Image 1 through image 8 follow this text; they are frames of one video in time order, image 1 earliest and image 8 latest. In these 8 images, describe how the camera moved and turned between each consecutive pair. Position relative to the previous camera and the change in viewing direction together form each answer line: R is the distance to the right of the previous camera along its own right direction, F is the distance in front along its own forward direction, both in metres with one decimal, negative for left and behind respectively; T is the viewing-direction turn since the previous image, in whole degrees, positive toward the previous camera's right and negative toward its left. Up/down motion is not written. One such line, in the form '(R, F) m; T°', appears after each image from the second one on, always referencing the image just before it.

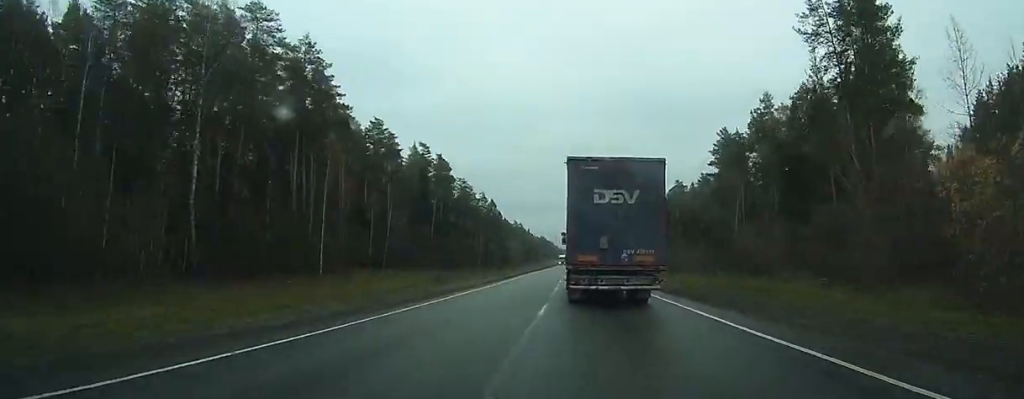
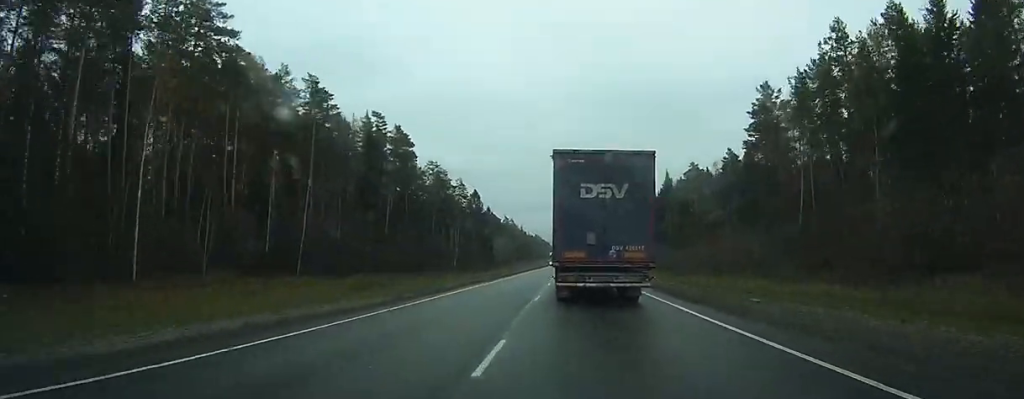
(0.0, +31.1) m; 0°
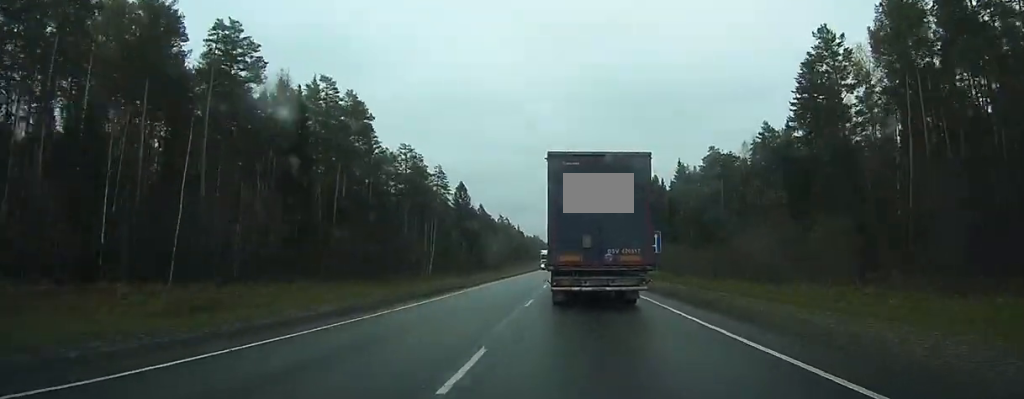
(0.0, +24.4) m; 0°
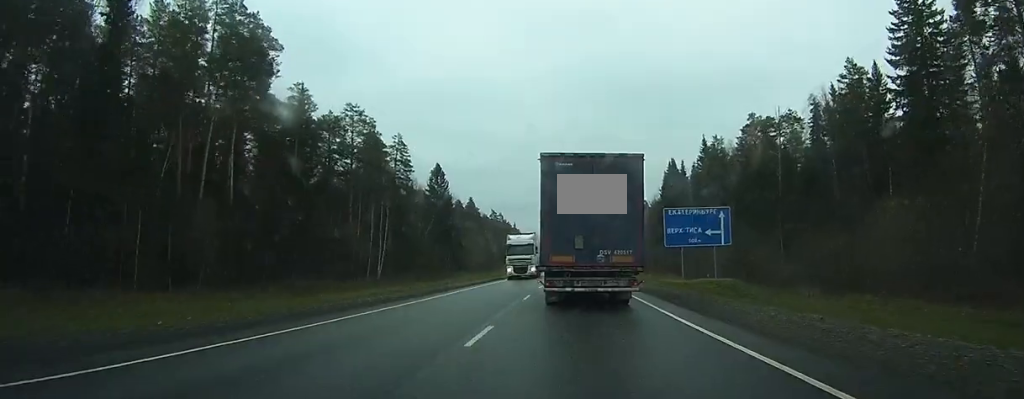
(+0.2, +32.2) m; 0°
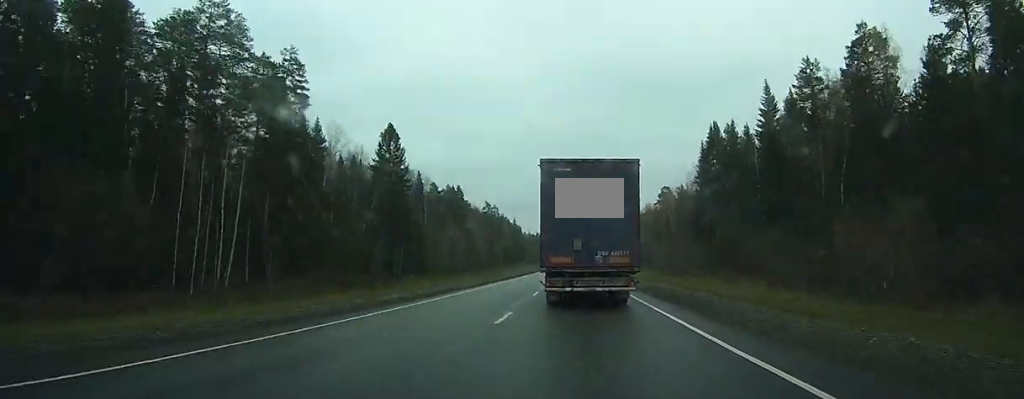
(0.0, +42.6) m; 0°
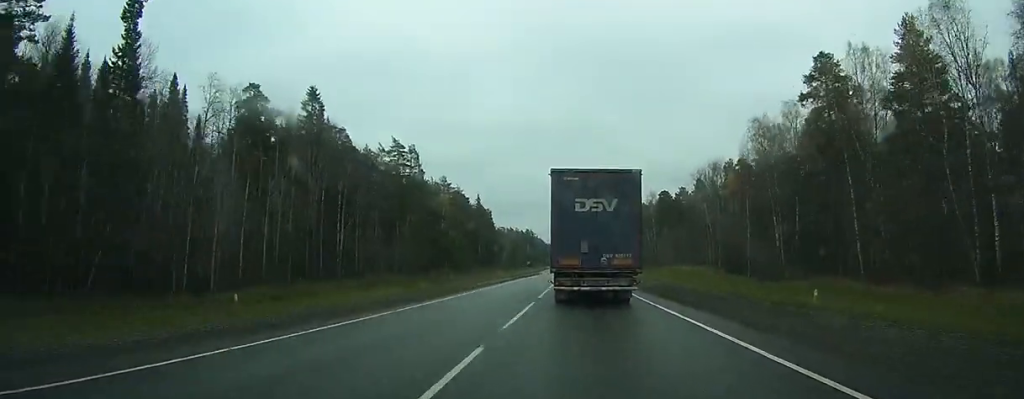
(-1.2, +128.9) m; -1°
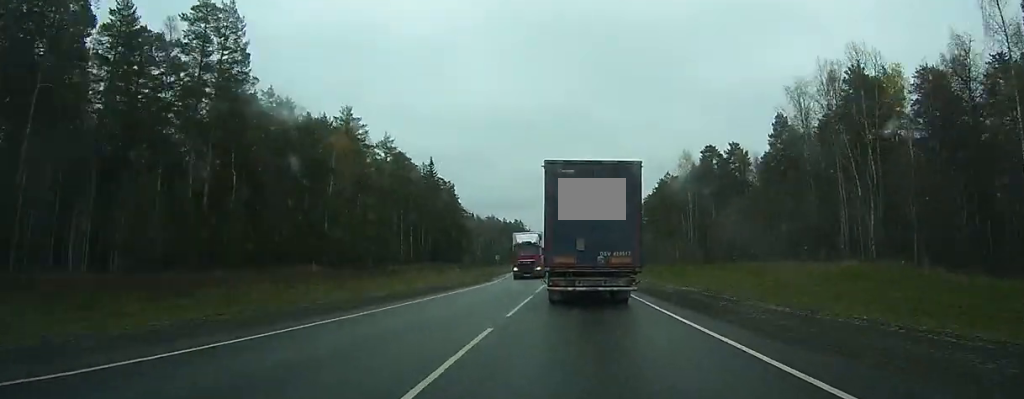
(0.0, +71.7) m; 0°
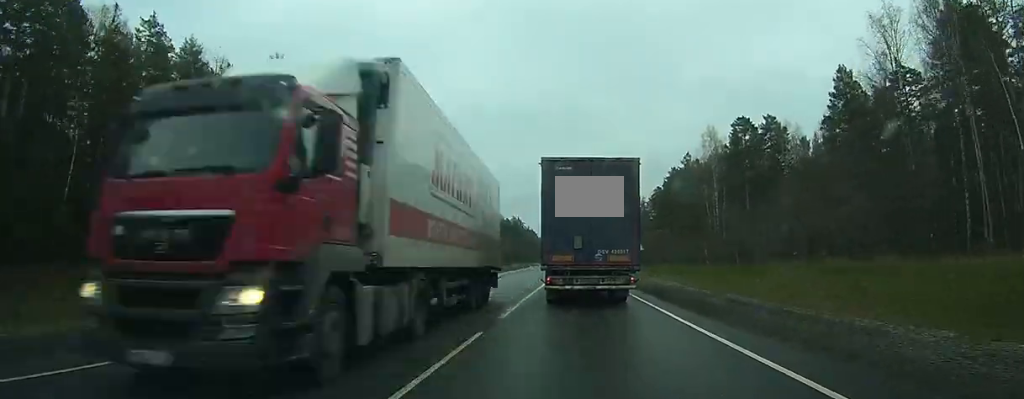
(-0.2, +25.1) m; 0°
